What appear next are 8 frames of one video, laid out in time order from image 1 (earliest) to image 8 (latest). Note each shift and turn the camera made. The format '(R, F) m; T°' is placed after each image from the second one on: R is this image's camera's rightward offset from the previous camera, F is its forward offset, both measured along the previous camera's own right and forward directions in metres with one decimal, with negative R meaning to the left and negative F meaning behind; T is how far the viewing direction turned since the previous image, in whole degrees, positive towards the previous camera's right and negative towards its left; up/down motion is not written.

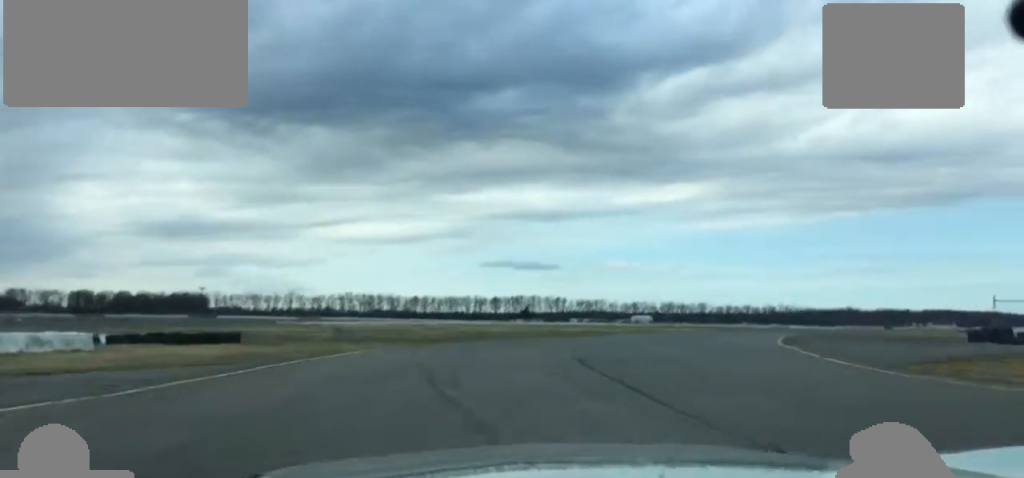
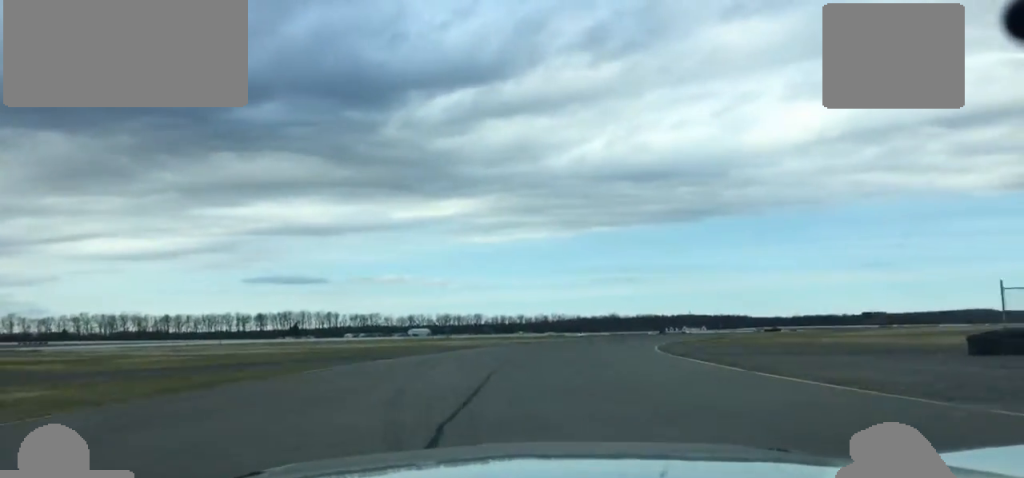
(+8.0, +23.3) m; +25°
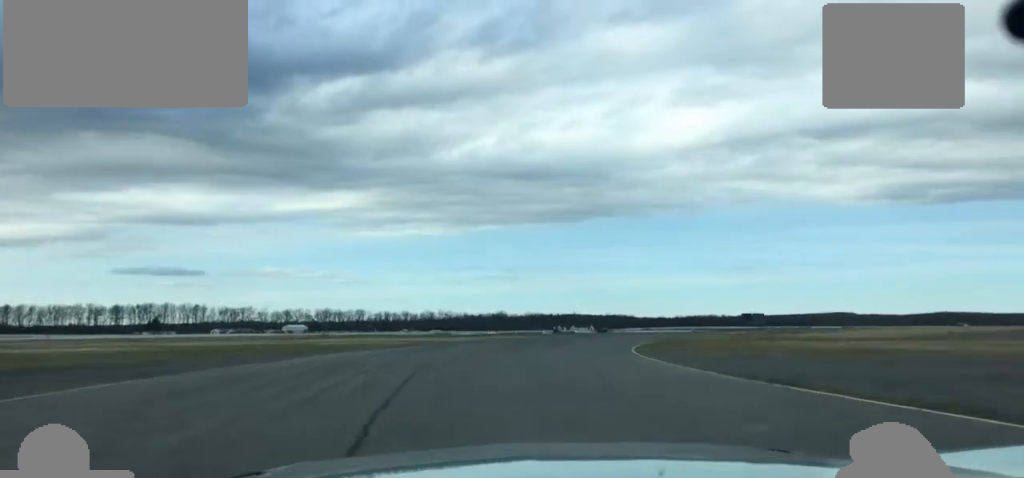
(+3.4, +23.5) m; +9°
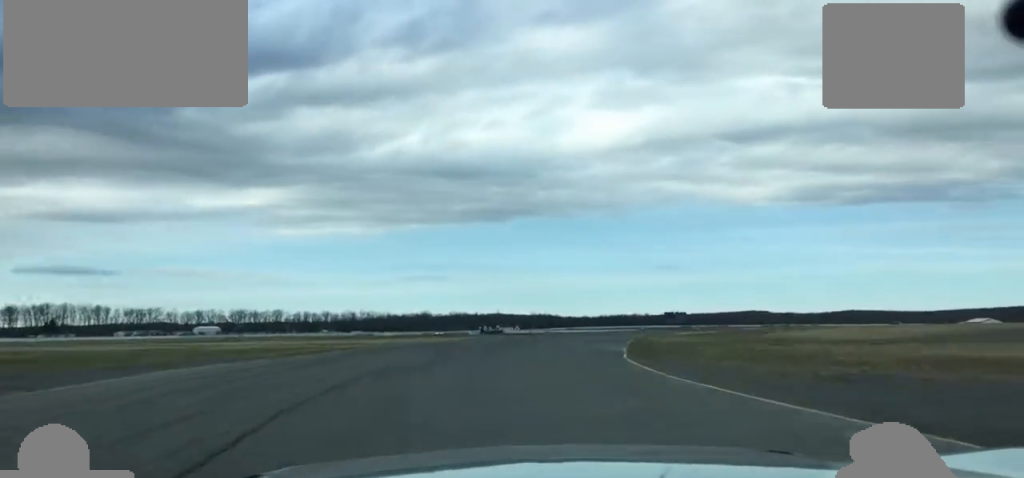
(-0.6, +14.2) m; 0°
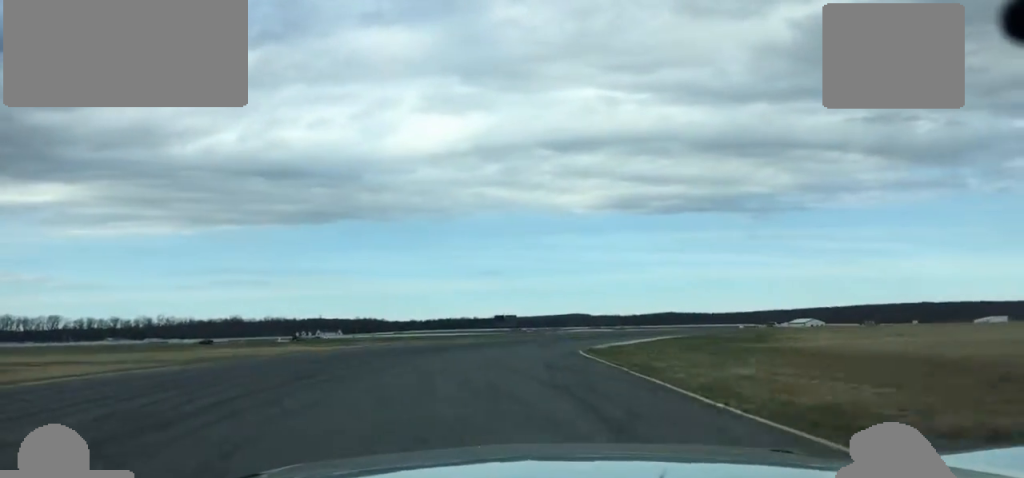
(+3.3, +39.6) m; +10°
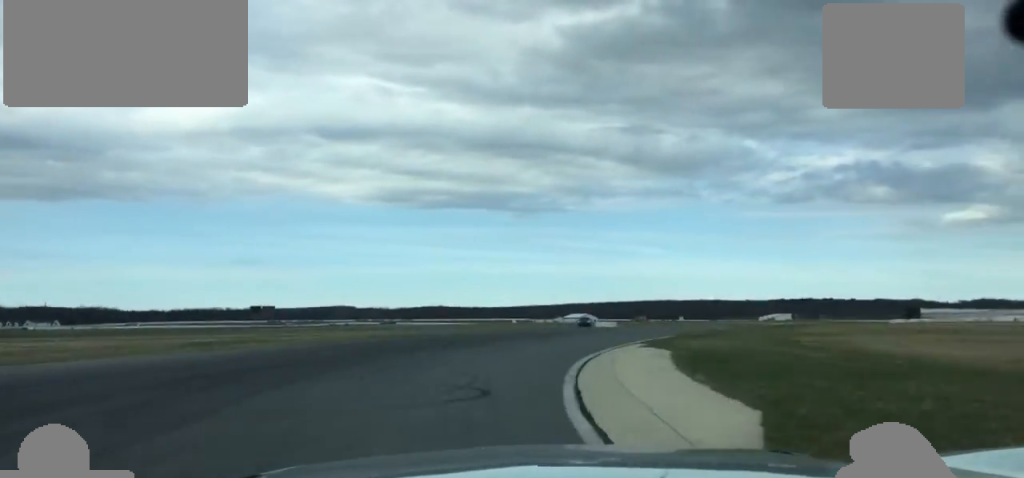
(+3.7, +35.5) m; +15°
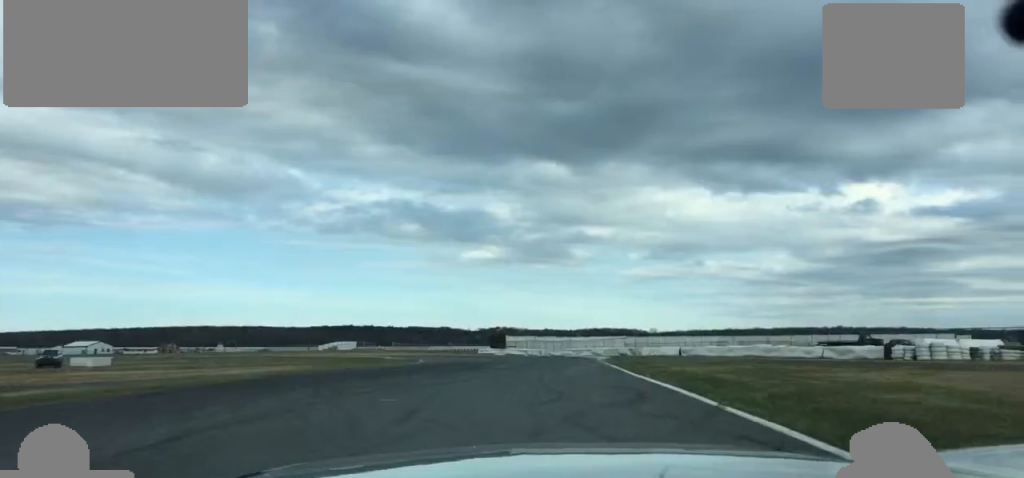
(+10.8, +44.7) m; +25°
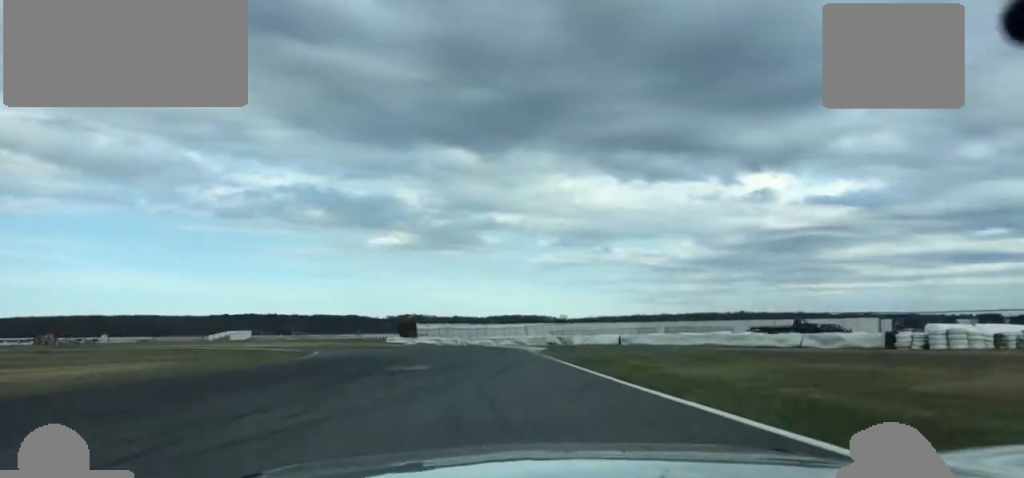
(+0.1, +11.9) m; +5°
